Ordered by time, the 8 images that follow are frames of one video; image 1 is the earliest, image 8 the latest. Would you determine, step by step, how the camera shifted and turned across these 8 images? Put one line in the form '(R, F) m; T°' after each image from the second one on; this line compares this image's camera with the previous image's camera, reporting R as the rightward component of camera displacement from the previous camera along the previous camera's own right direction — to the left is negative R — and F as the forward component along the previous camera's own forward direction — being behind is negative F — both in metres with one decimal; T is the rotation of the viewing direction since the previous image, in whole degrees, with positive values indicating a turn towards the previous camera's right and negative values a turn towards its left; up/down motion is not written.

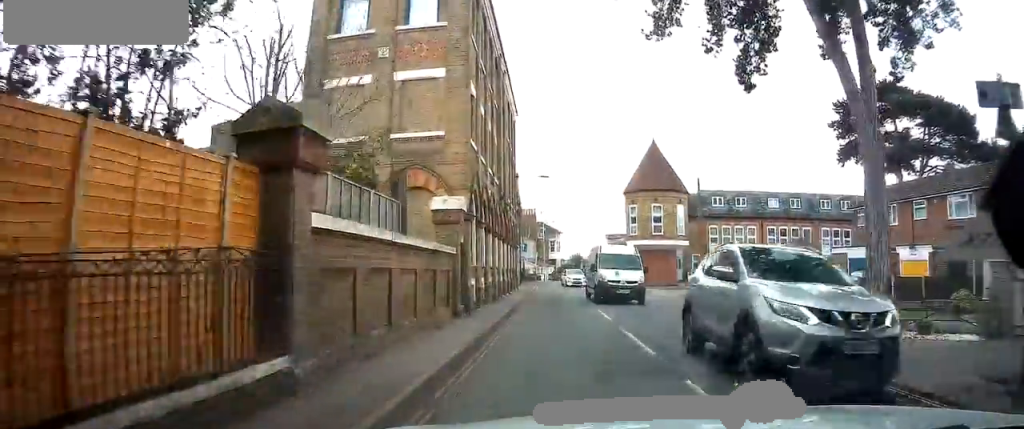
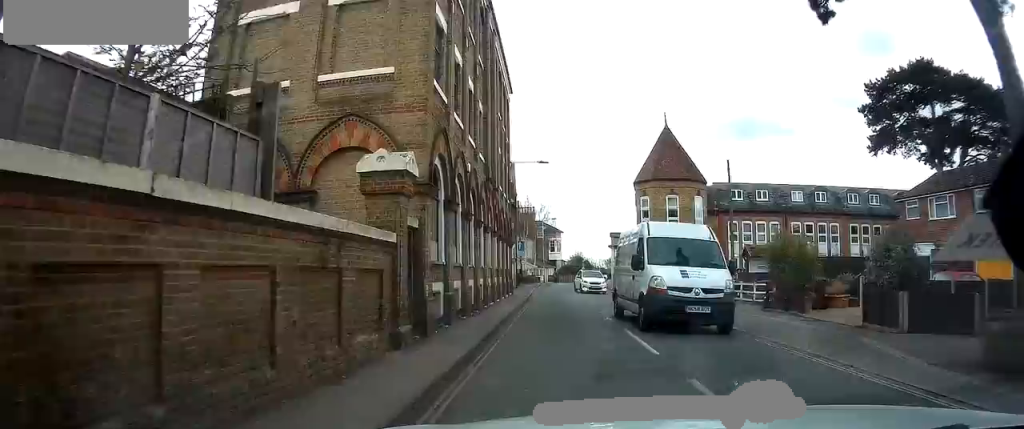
(0.0, +6.0) m; +1°
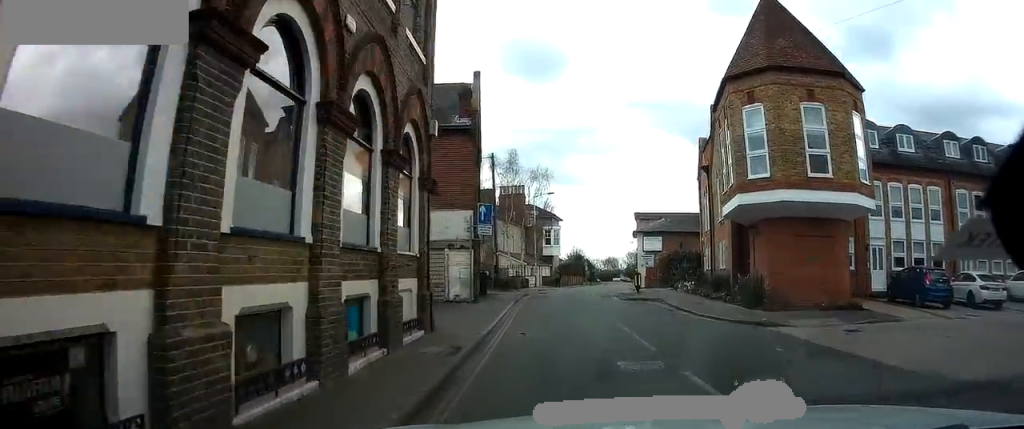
(+0.2, +24.0) m; 0°
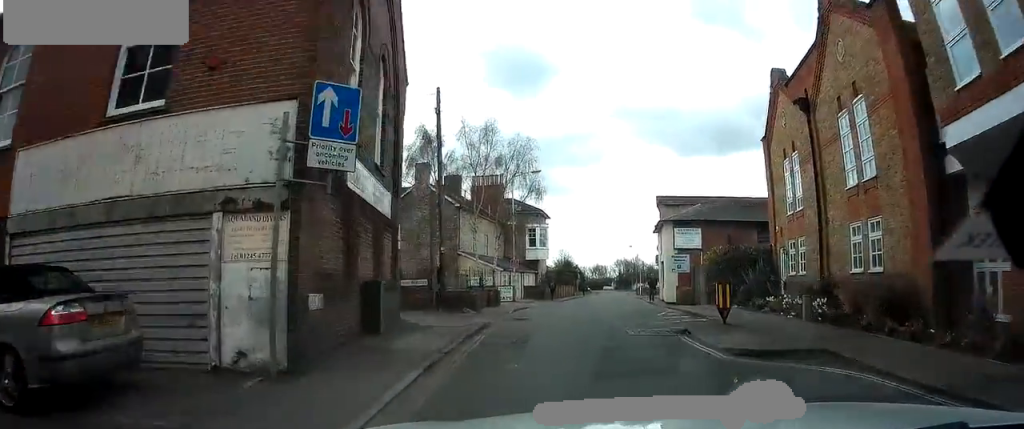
(+0.2, +15.3) m; +2°
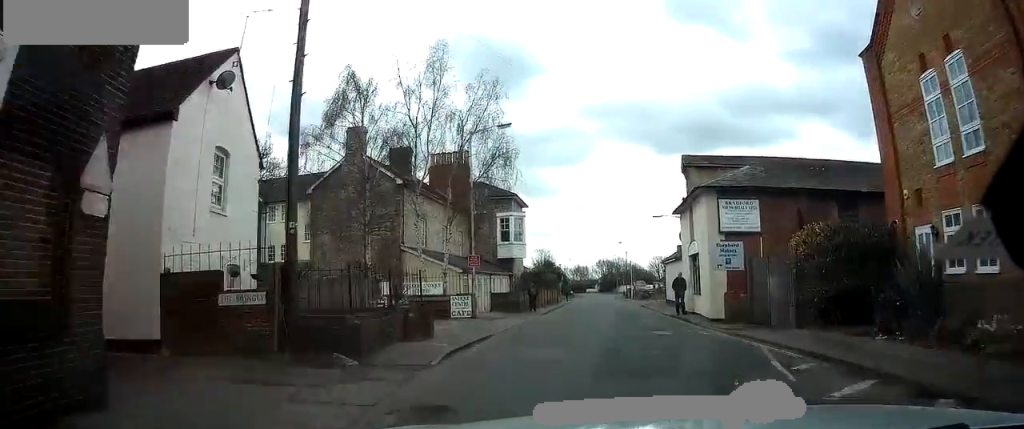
(+0.1, +11.1) m; +2°
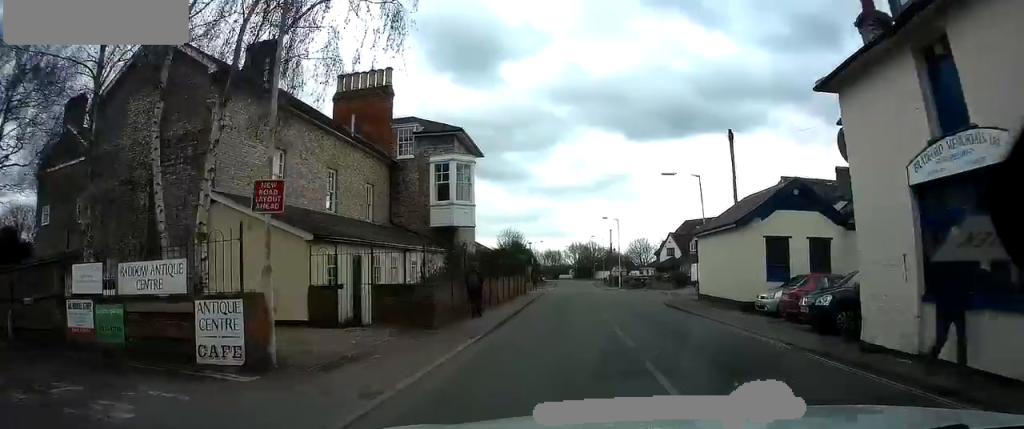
(+0.6, +16.4) m; +3°
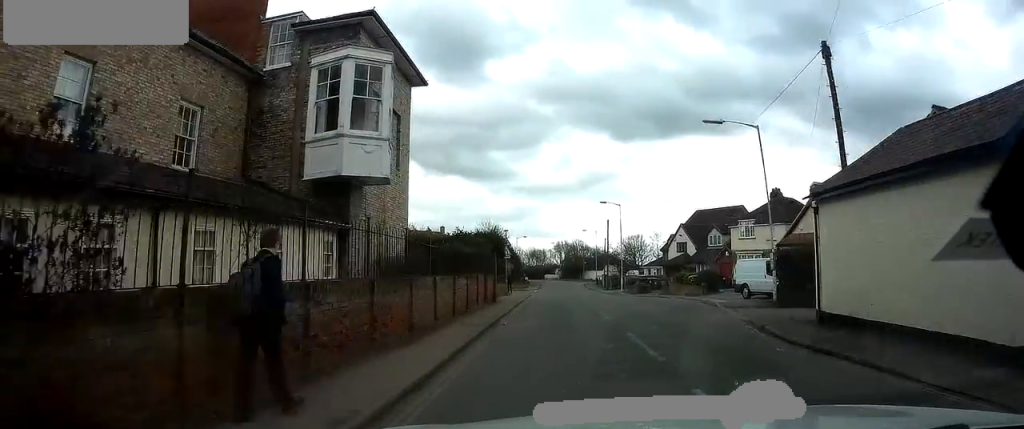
(+0.1, +13.9) m; +1°
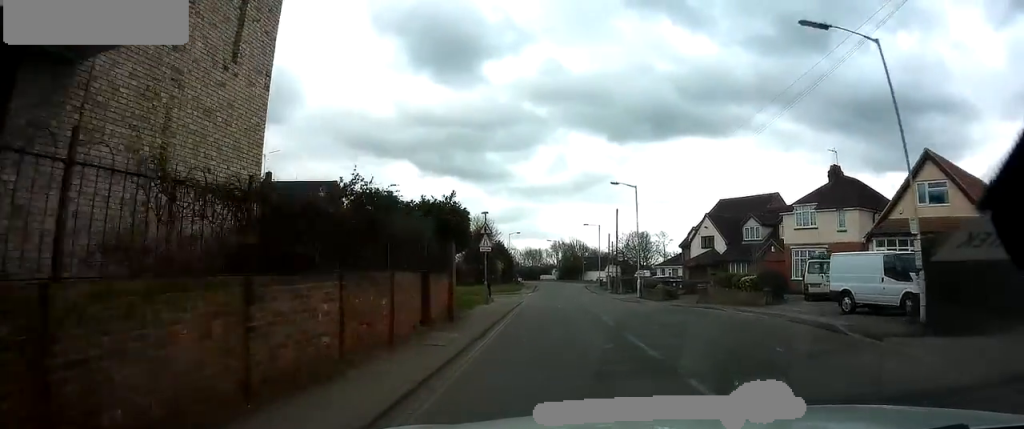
(+0.1, +11.3) m; +1°
